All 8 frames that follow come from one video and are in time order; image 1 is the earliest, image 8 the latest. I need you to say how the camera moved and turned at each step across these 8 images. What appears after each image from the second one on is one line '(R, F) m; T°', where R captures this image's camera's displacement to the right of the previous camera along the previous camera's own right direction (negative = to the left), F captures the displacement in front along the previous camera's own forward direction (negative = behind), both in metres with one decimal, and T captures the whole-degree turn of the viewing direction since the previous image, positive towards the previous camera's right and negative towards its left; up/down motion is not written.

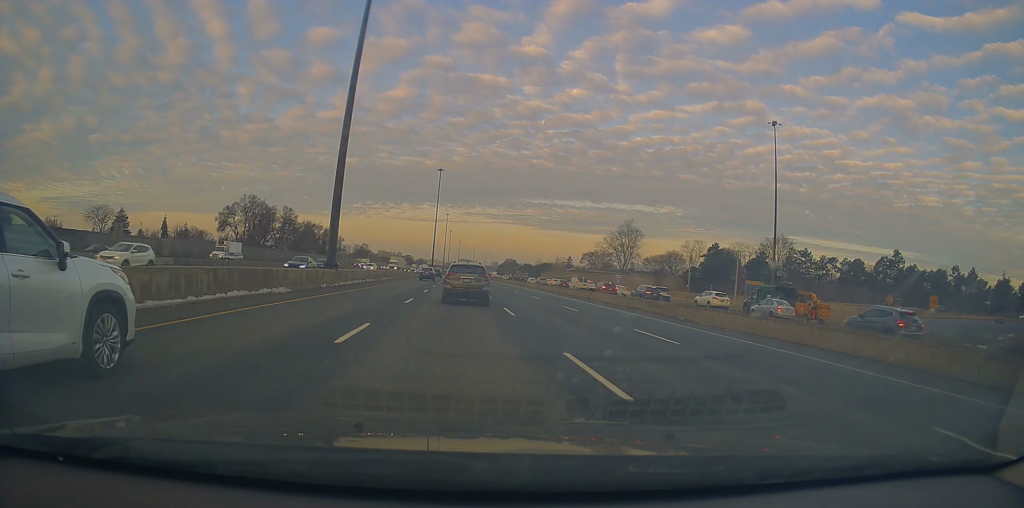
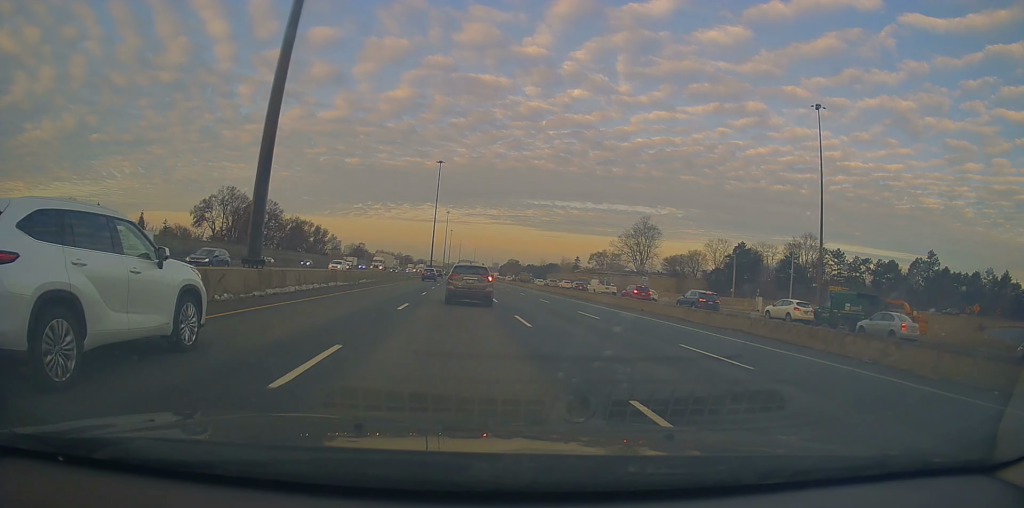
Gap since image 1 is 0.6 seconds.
(-0.1, +15.6) m; 0°
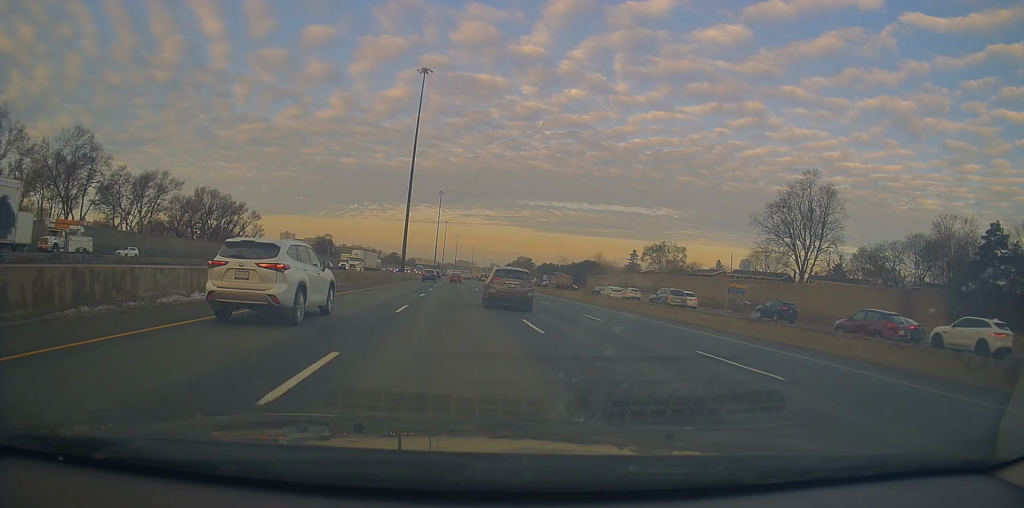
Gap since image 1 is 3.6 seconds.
(+0.2, +83.9) m; 0°
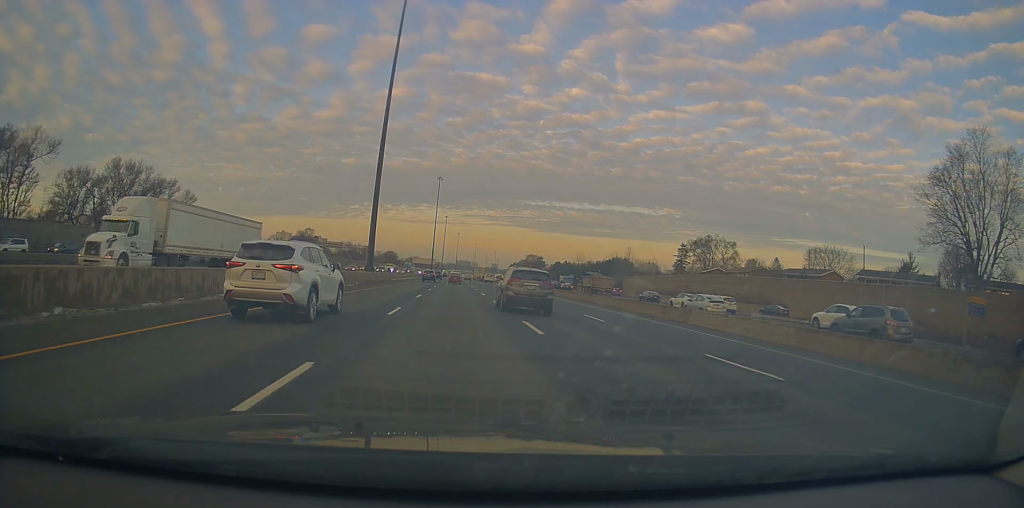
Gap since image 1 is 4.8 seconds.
(0.0, +35.6) m; +1°
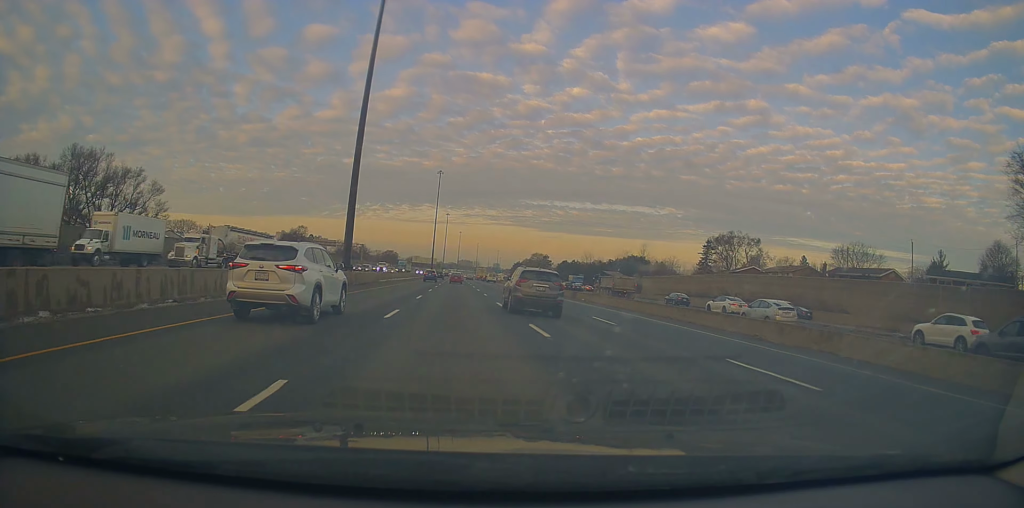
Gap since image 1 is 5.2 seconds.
(0.0, +12.7) m; +1°
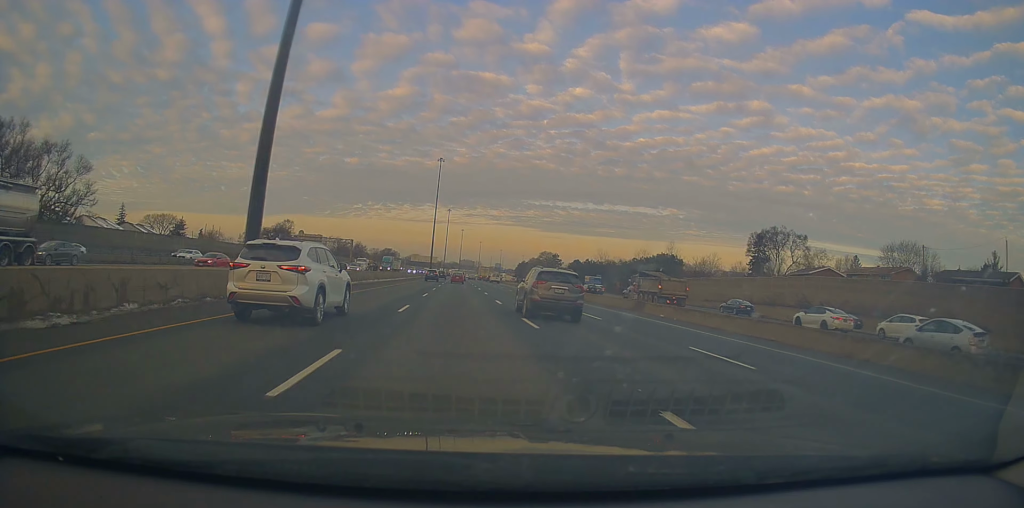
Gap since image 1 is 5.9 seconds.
(+0.2, +21.4) m; 0°
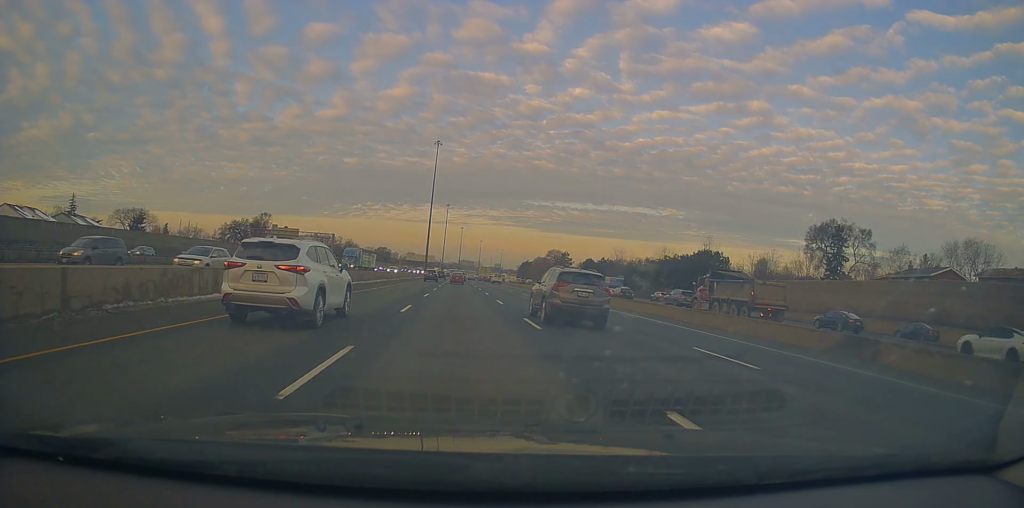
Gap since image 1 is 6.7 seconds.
(0.0, +23.9) m; 0°
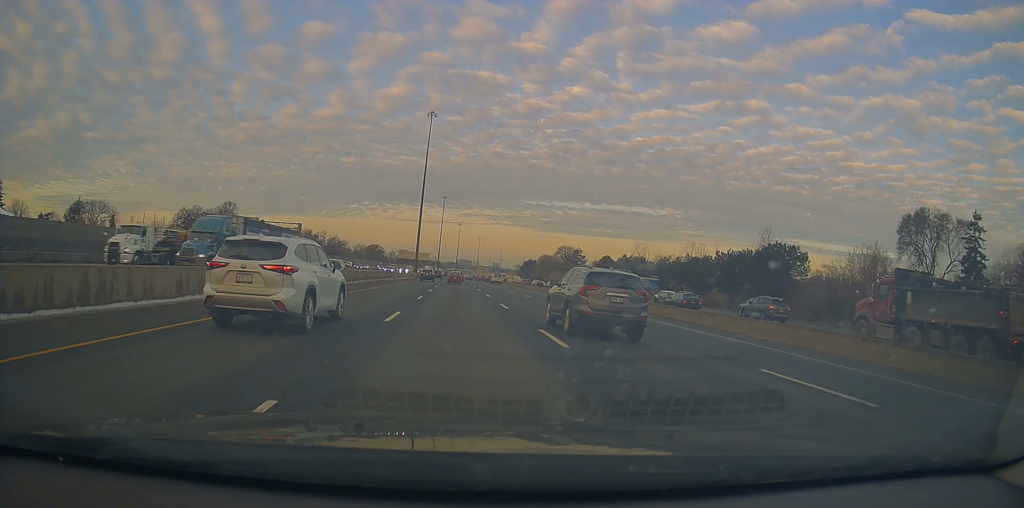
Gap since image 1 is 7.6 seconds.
(0.0, +27.4) m; 0°
